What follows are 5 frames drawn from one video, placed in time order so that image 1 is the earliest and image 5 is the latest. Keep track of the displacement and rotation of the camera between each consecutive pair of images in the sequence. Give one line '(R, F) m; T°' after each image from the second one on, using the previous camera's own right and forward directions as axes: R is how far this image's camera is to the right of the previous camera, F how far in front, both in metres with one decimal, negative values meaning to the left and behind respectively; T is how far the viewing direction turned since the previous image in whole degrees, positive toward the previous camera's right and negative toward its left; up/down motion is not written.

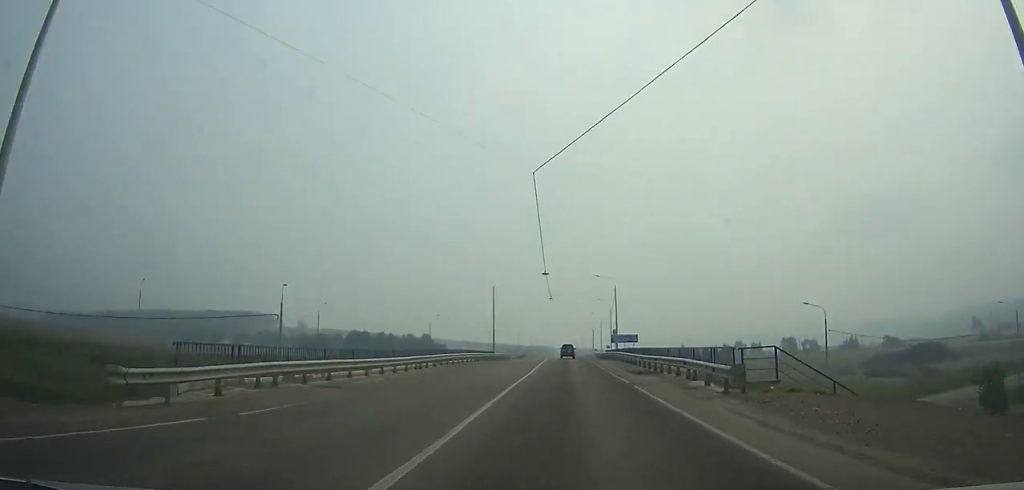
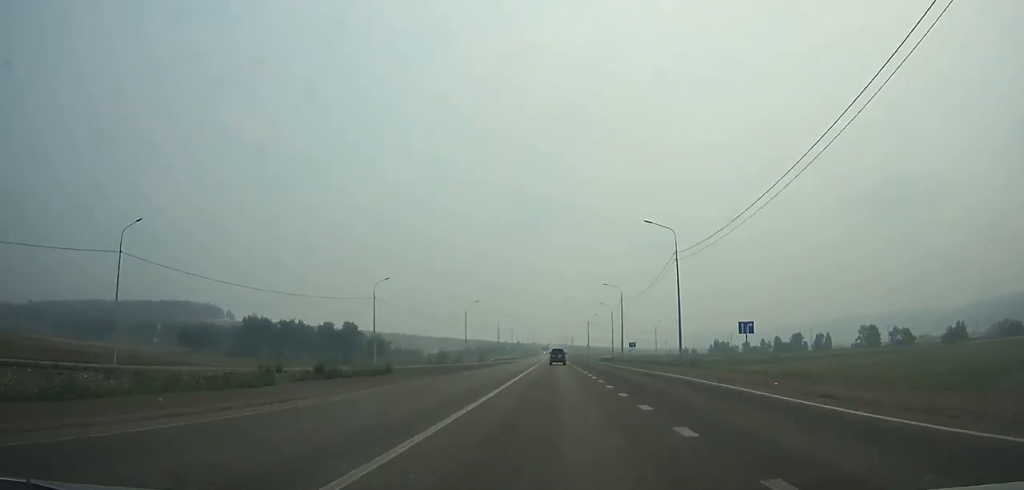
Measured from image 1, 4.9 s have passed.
(+0.5, +114.7) m; 0°
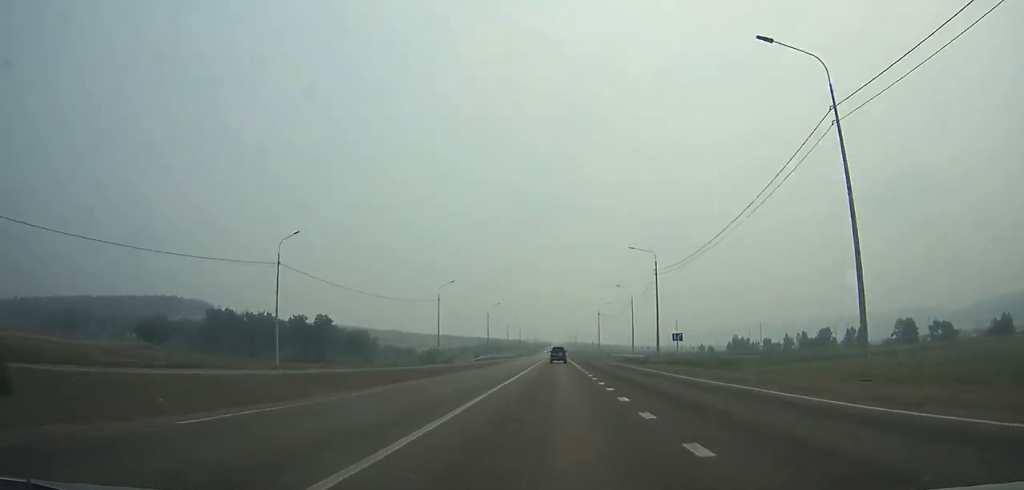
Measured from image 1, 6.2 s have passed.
(-0.1, +29.4) m; 0°
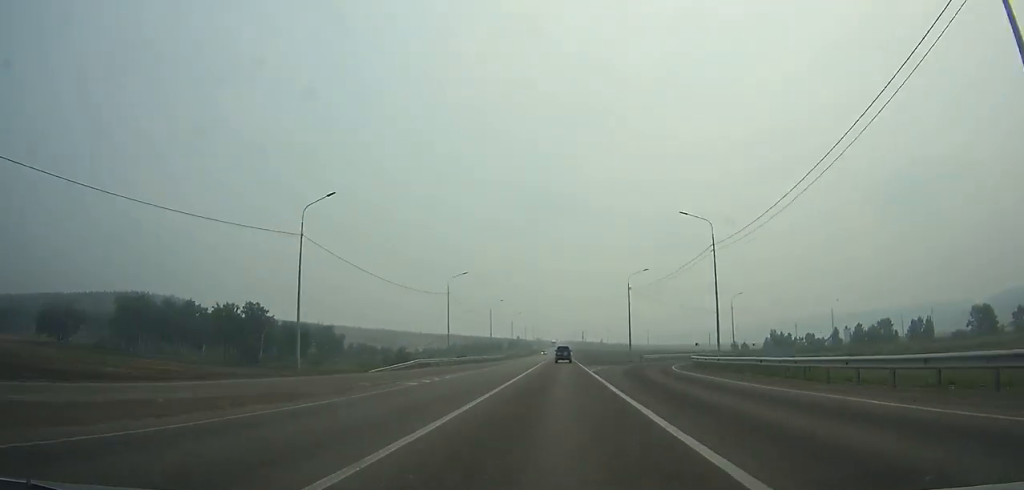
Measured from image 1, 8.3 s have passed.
(-0.1, +47.8) m; 0°
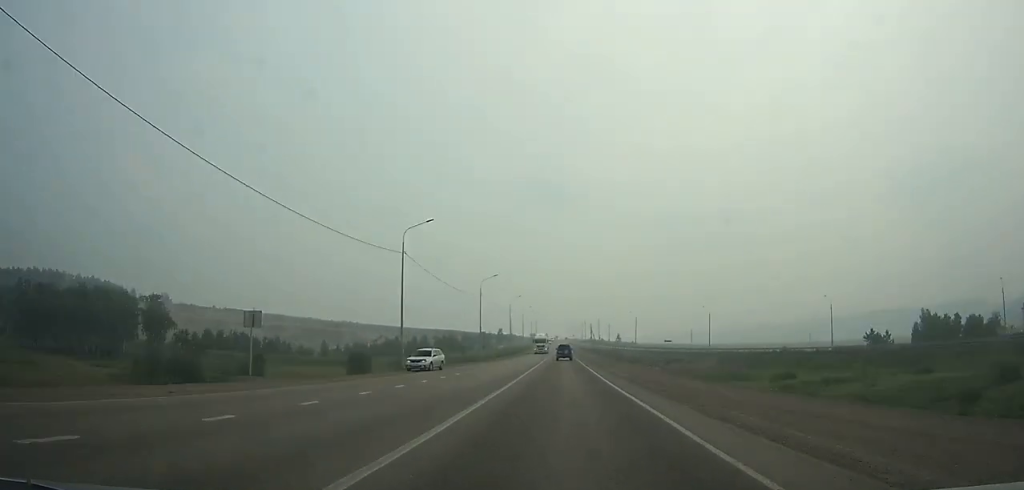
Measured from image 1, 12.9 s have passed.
(-0.3, +110.1) m; 0°
